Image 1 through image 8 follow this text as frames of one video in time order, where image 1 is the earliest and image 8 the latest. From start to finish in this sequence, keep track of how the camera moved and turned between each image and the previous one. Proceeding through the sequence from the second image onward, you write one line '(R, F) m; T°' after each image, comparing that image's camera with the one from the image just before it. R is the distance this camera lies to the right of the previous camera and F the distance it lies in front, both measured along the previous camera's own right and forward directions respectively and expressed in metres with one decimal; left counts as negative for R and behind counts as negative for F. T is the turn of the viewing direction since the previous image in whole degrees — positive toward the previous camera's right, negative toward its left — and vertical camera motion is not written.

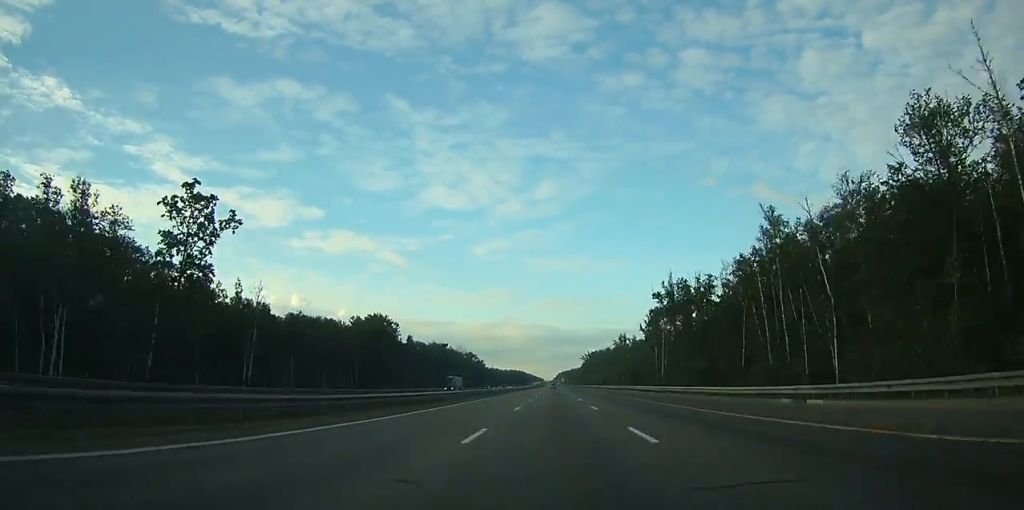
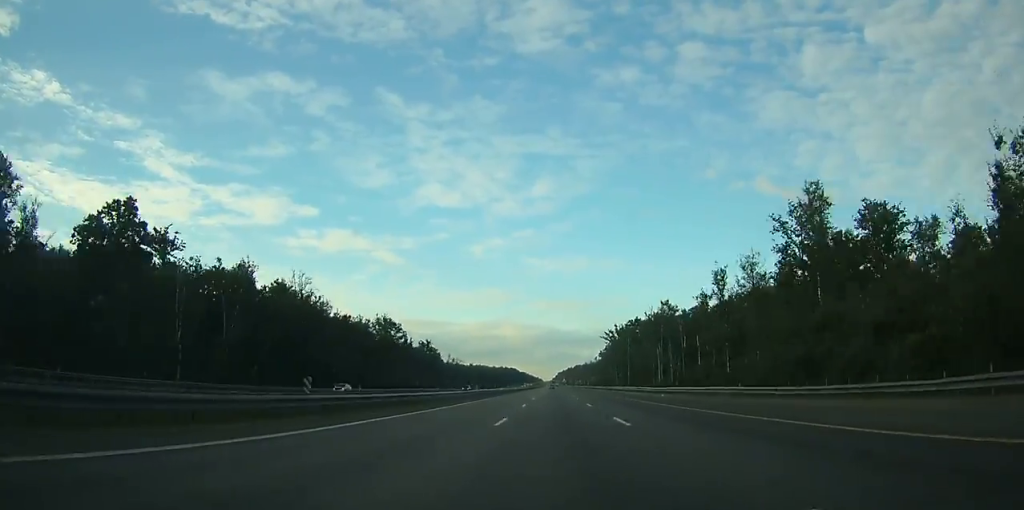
(+0.2, +190.6) m; 0°
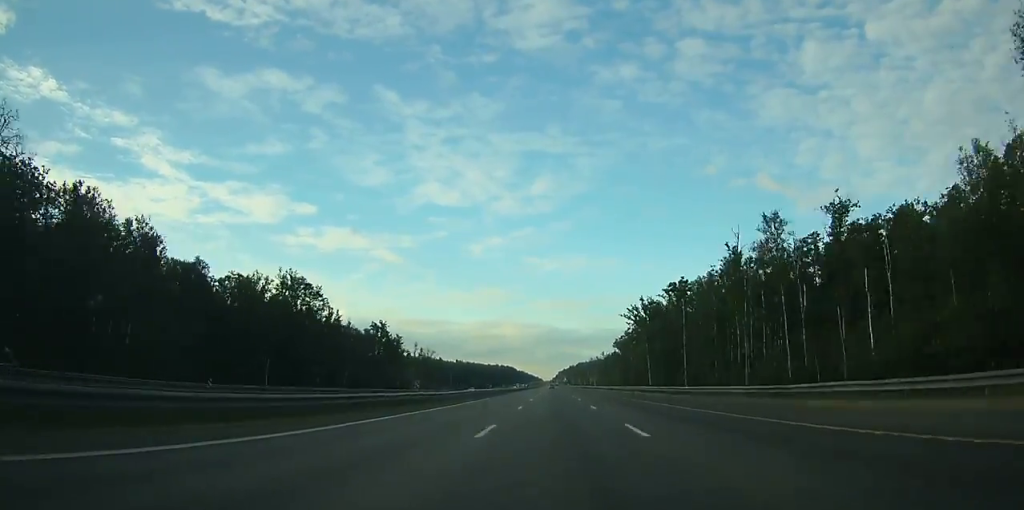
(-0.1, +70.4) m; 0°
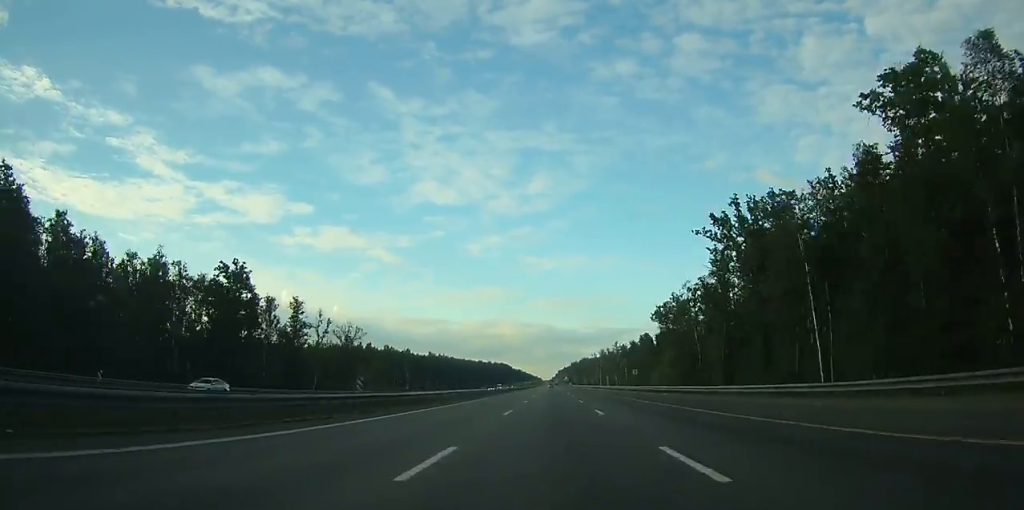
(+0.2, +88.9) m; 0°
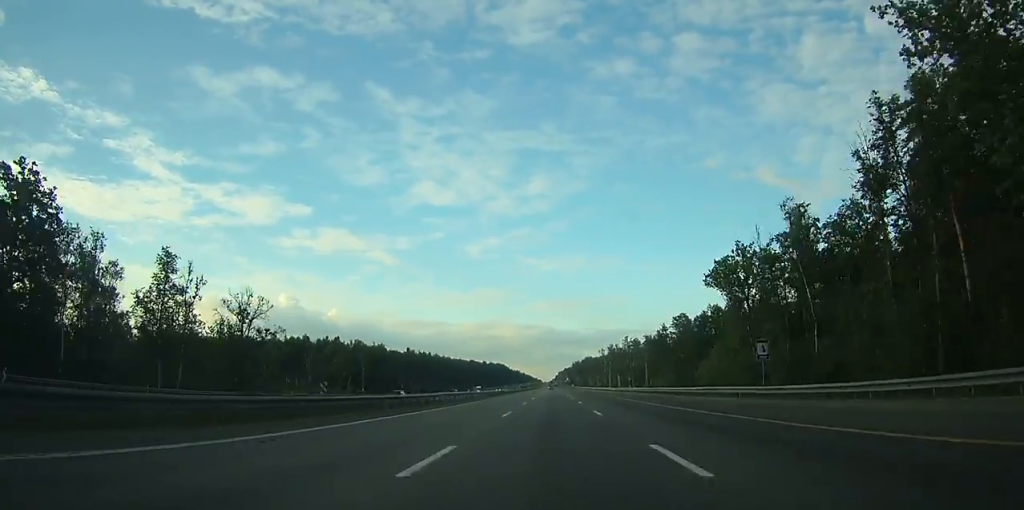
(-0.1, +45.7) m; 0°
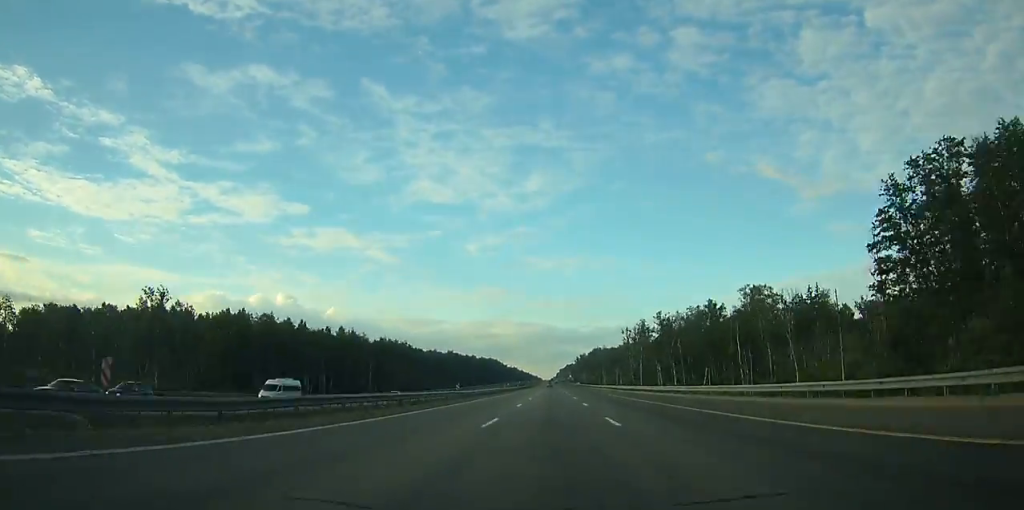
(-0.1, +83.4) m; 0°
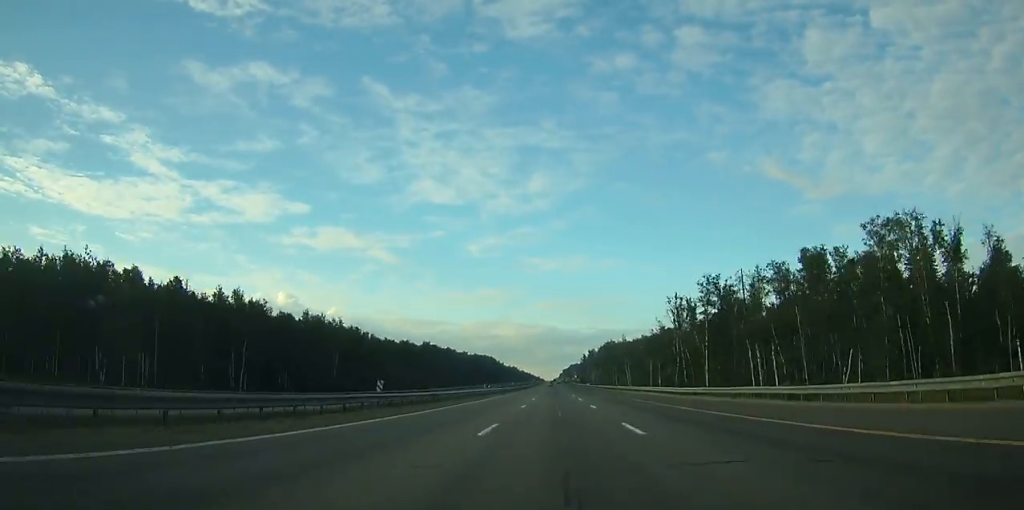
(-0.1, +62.7) m; 0°
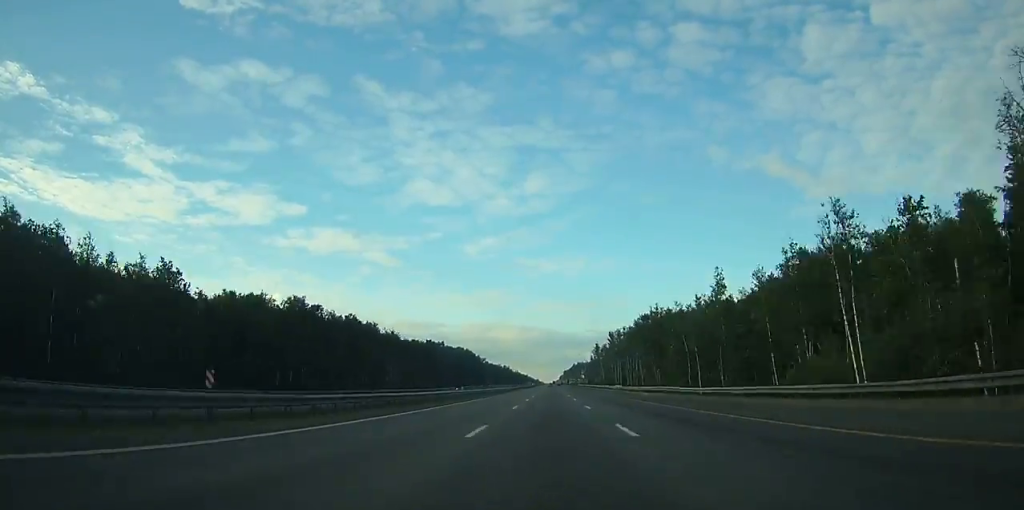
(-0.1, +123.8) m; 0°
